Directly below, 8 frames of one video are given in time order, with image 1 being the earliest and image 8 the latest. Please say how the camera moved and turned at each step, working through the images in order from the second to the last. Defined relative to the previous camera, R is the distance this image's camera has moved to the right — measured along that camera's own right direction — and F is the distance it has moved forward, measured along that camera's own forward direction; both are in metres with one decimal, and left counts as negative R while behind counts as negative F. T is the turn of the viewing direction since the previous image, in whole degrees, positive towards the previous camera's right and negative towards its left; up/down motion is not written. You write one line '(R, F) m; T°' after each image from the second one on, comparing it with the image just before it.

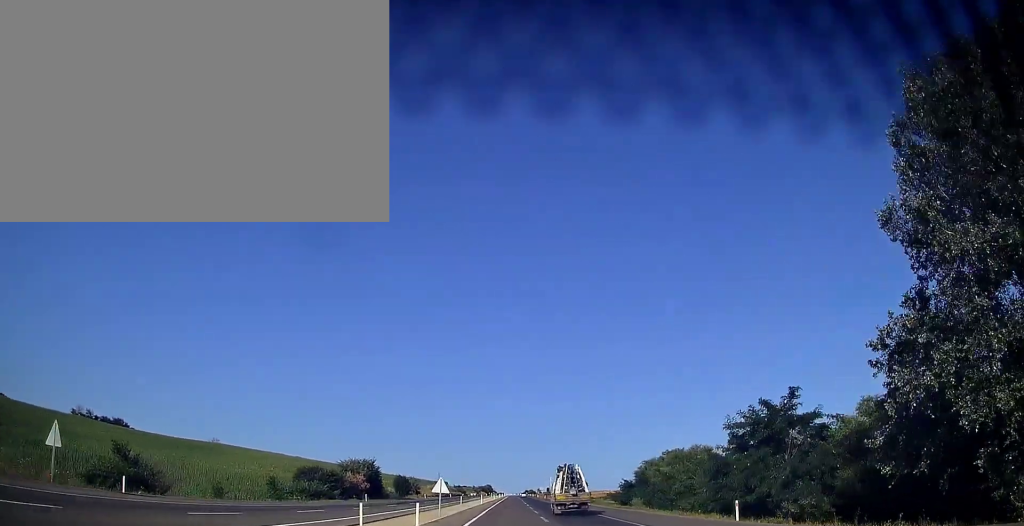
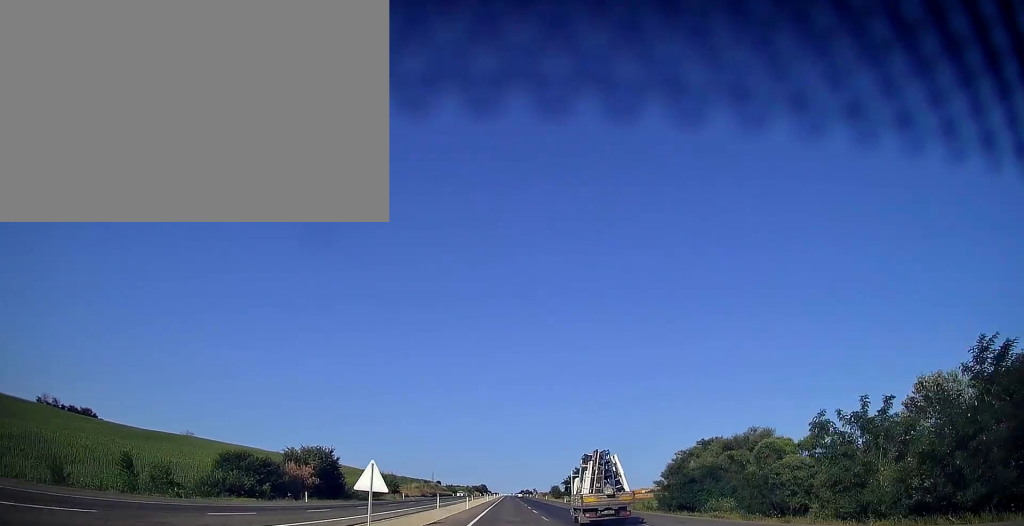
(+0.1, +22.5) m; 0°
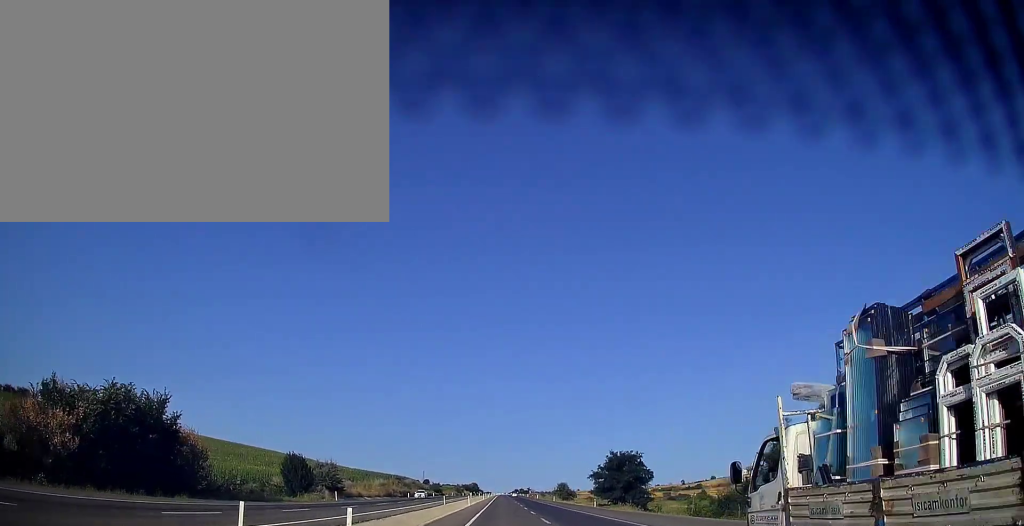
(+0.1, +40.1) m; +1°
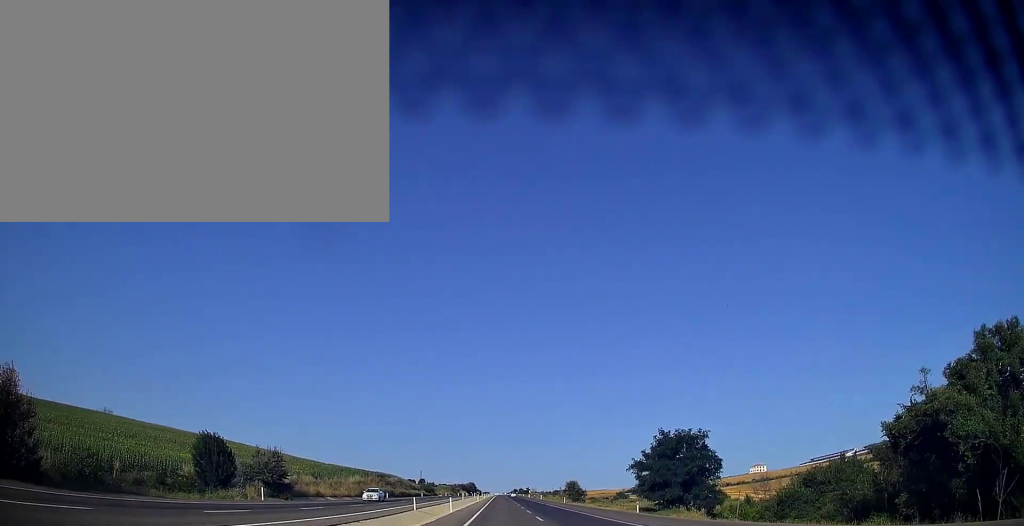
(+0.1, +19.6) m; 0°
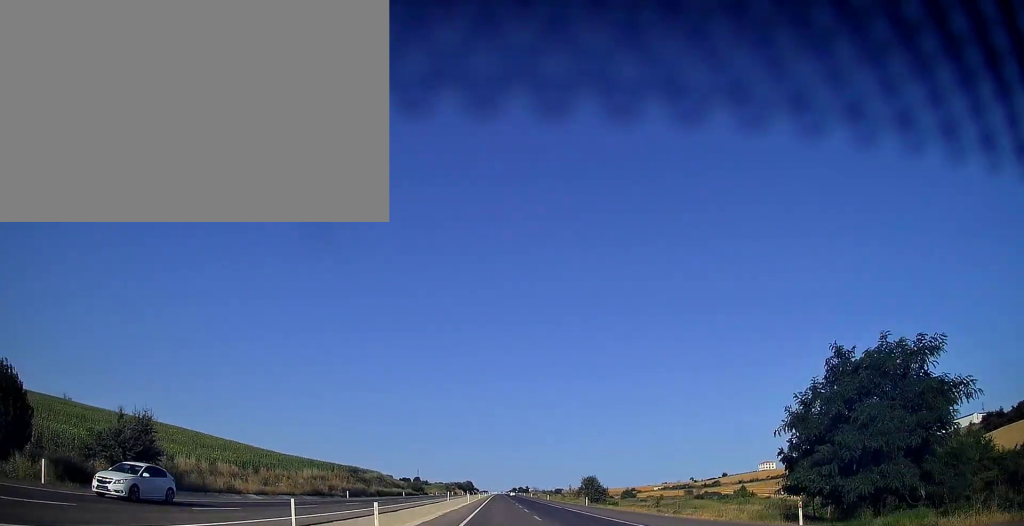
(+0.1, +25.5) m; 0°
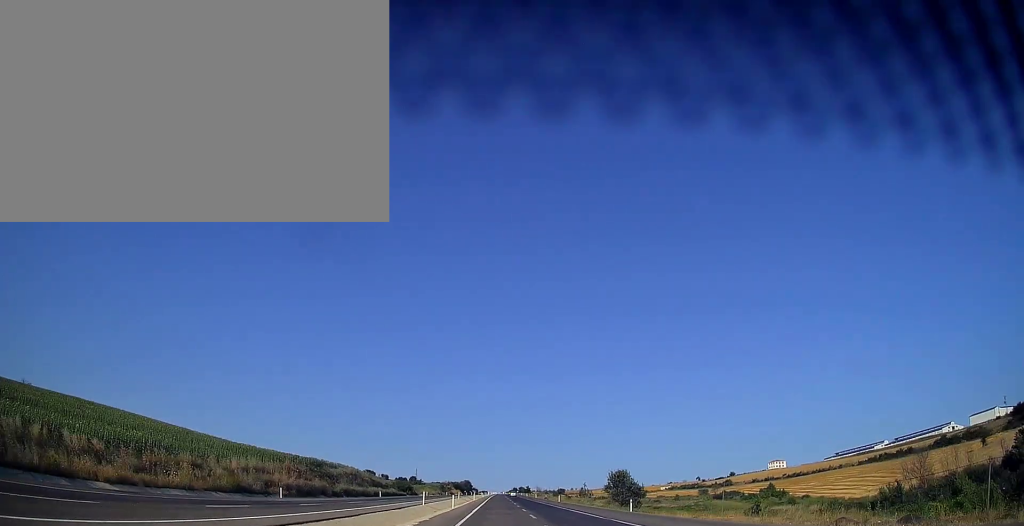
(0.0, +22.5) m; 0°
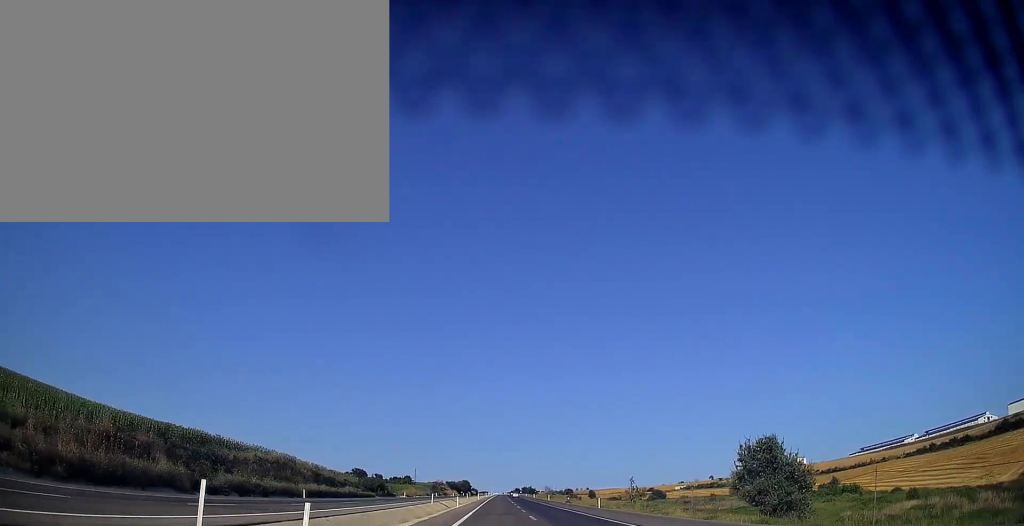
(-0.1, +37.2) m; 0°
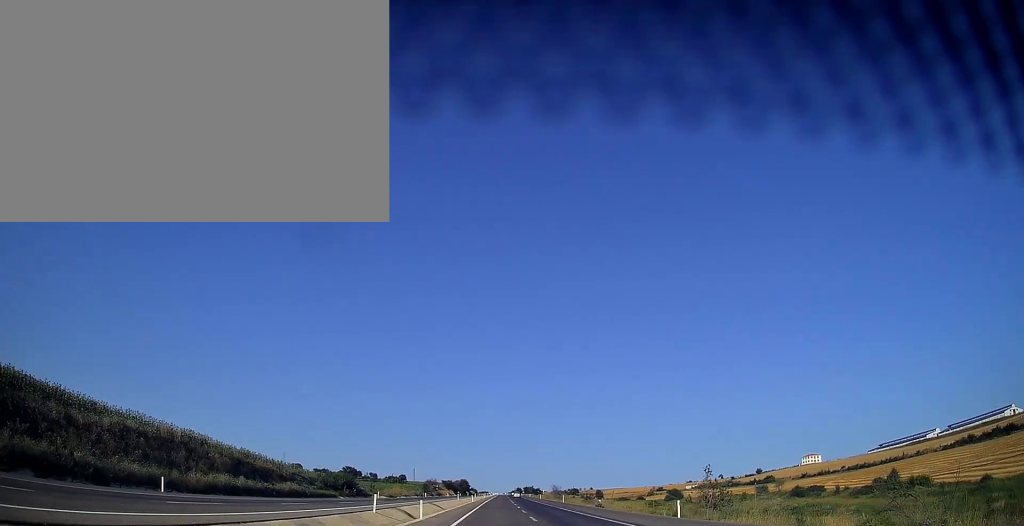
(0.0, +25.4) m; 0°
